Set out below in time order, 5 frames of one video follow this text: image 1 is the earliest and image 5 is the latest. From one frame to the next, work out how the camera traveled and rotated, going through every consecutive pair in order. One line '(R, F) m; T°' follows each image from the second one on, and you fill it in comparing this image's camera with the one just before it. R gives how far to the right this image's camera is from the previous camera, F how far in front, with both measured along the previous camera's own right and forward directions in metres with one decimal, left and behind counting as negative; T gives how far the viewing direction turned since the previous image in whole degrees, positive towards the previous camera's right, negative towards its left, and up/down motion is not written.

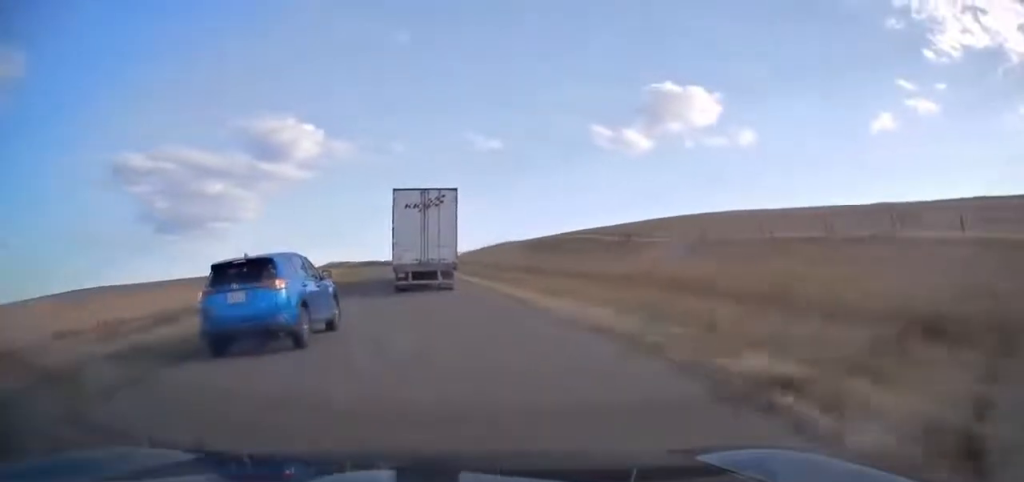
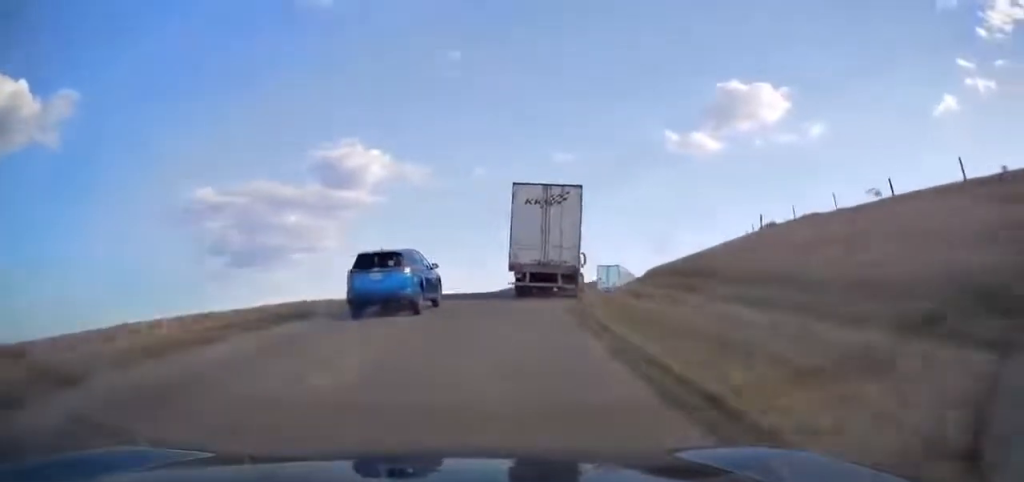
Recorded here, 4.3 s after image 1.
(-9.5, +87.9) m; -7°
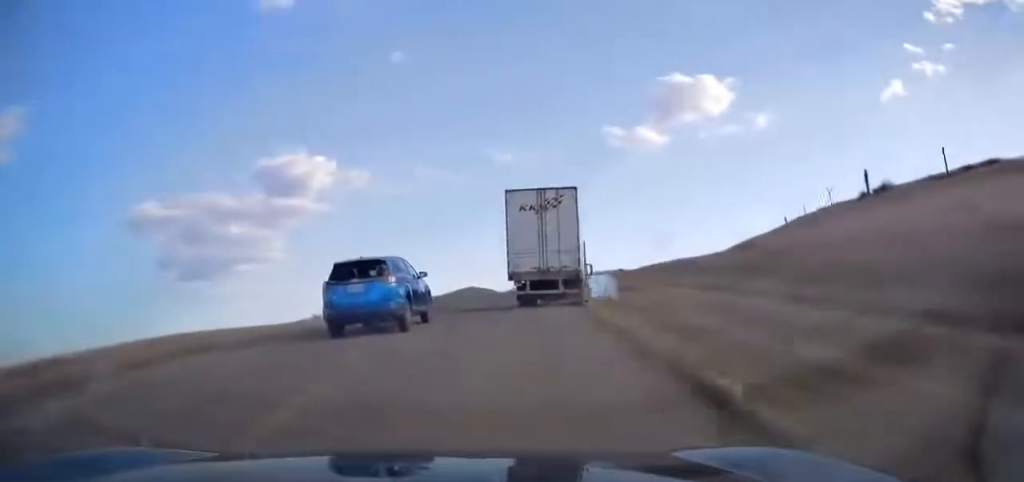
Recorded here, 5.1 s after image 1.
(+0.3, +15.5) m; +4°
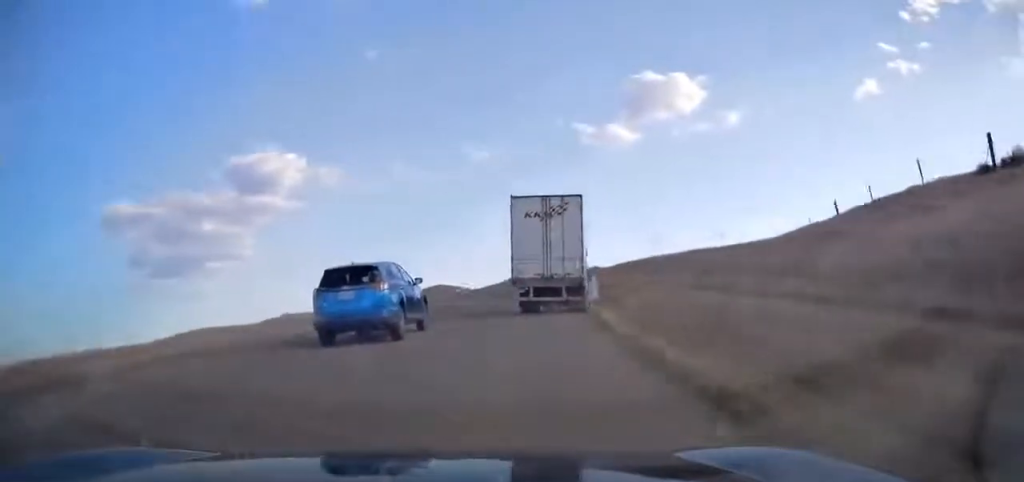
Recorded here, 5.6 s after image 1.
(0.0, +8.5) m; +3°
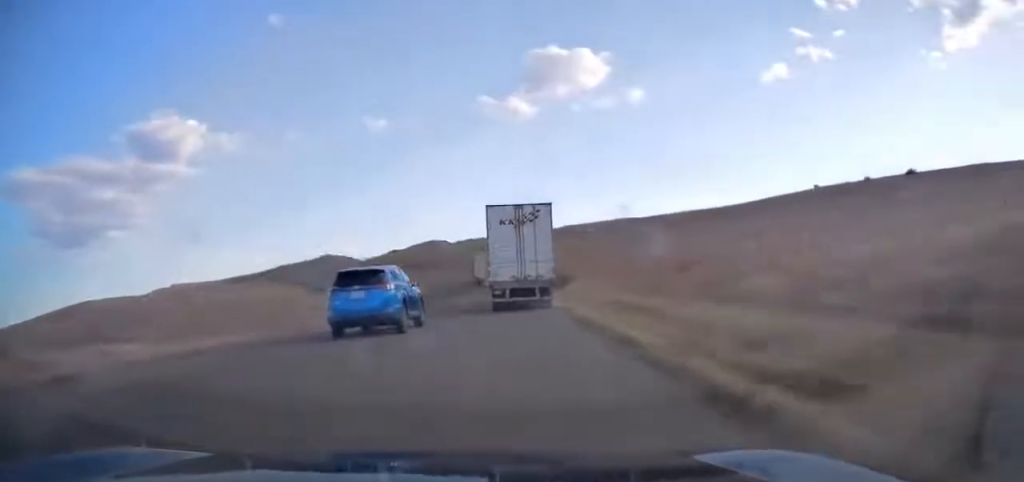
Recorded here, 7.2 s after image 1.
(+2.1, +29.2) m; +8°
